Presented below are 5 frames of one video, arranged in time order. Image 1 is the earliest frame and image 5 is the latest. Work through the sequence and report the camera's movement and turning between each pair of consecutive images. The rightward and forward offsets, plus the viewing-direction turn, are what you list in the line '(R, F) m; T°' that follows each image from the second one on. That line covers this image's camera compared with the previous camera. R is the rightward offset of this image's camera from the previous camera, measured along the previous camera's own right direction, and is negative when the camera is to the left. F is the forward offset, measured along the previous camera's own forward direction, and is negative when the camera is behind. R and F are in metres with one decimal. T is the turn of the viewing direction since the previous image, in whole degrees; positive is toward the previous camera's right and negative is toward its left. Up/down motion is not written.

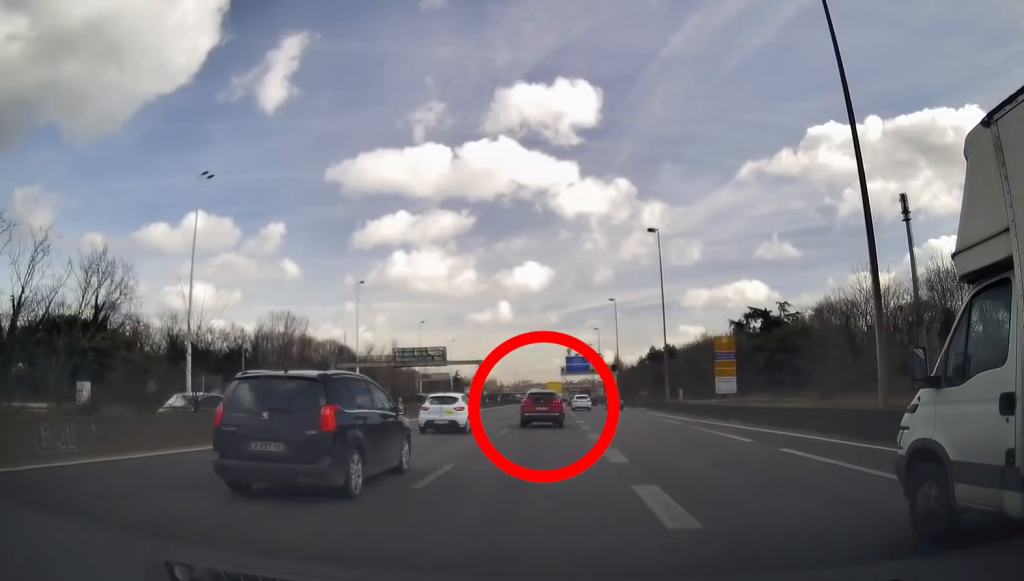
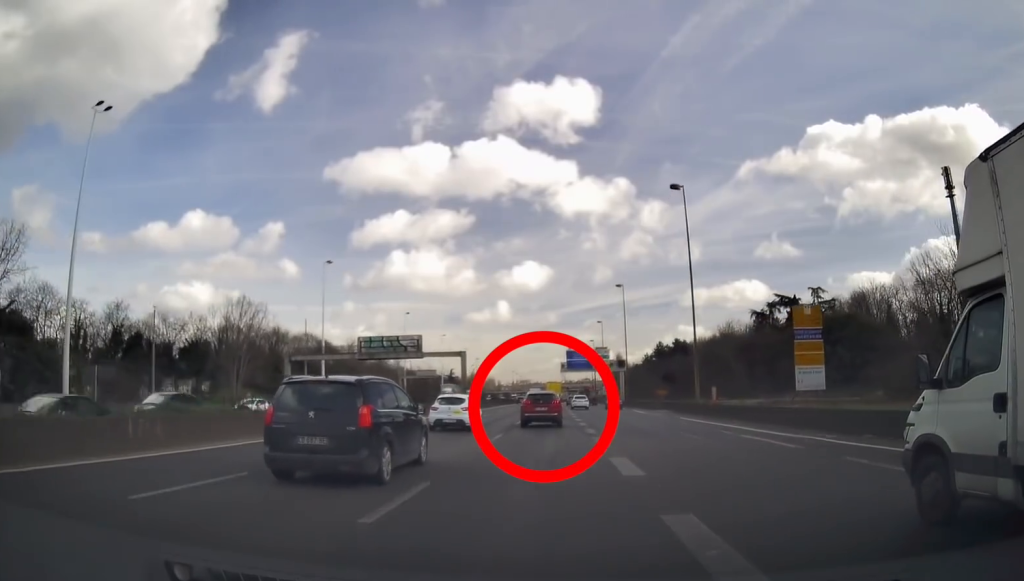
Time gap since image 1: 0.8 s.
(+0.1, +15.8) m; 0°
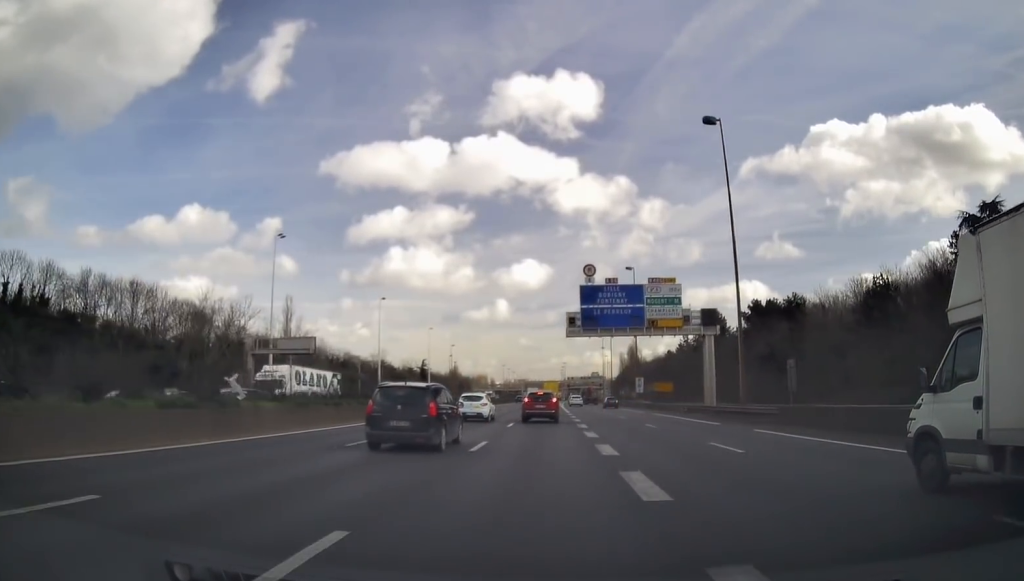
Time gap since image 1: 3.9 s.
(+0.5, +66.6) m; +1°
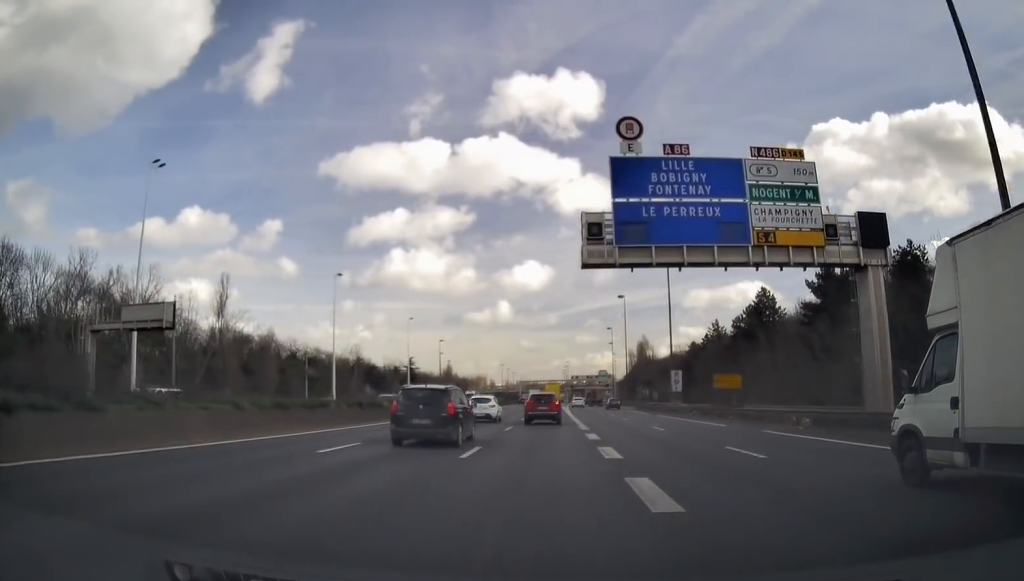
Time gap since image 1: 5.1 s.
(-0.1, +26.7) m; 0°
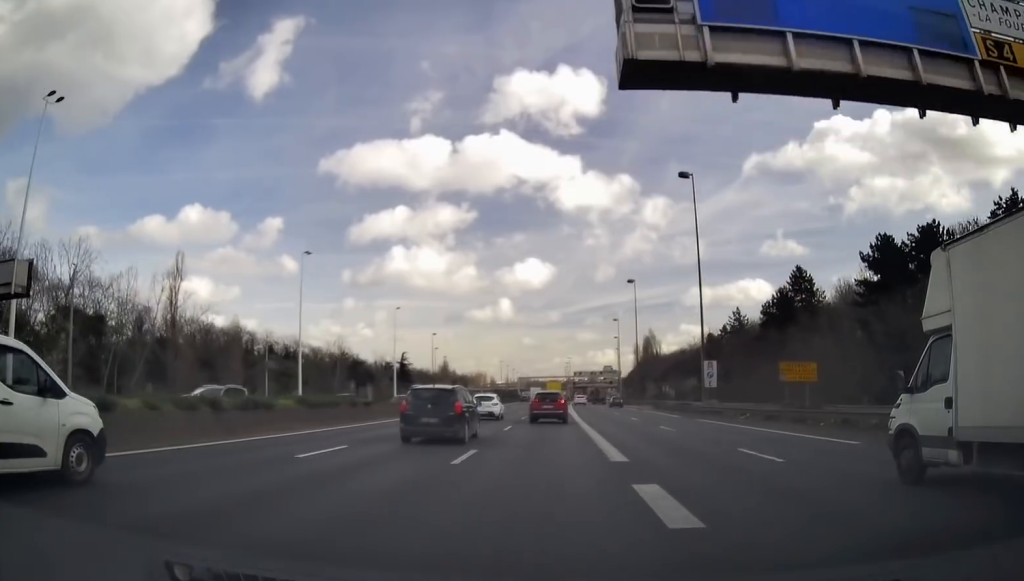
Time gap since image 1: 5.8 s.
(0.0, +13.8) m; 0°
